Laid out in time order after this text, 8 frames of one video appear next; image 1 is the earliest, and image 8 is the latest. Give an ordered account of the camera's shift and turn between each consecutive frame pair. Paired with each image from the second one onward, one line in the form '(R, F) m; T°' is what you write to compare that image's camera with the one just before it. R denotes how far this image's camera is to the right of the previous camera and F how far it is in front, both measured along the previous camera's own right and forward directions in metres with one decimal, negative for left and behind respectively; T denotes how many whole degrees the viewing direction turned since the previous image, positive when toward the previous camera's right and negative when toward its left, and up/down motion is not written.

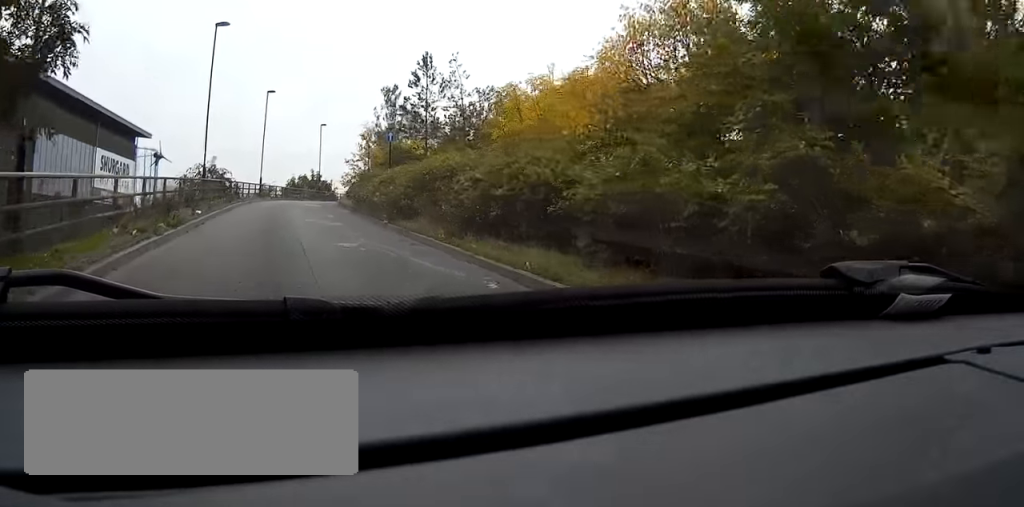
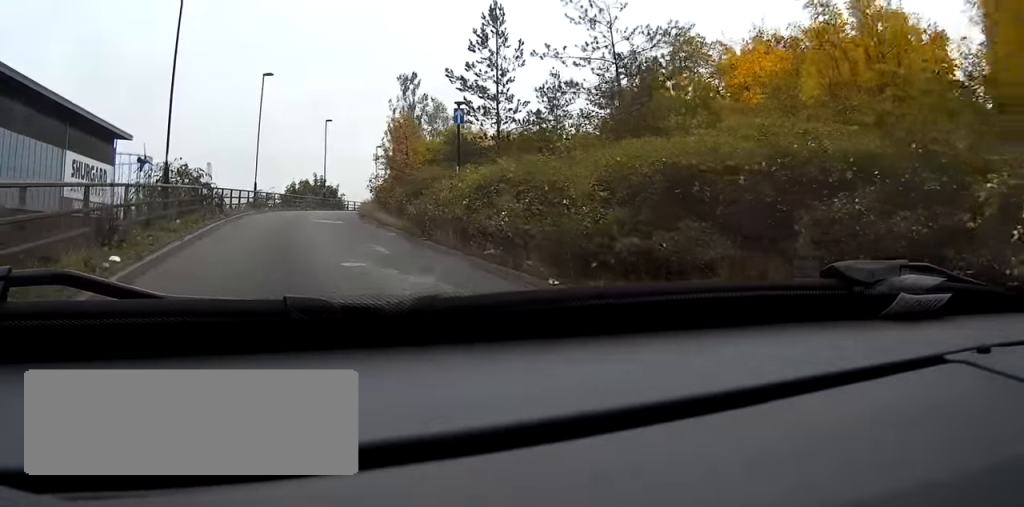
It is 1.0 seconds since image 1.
(+0.1, +12.3) m; +1°
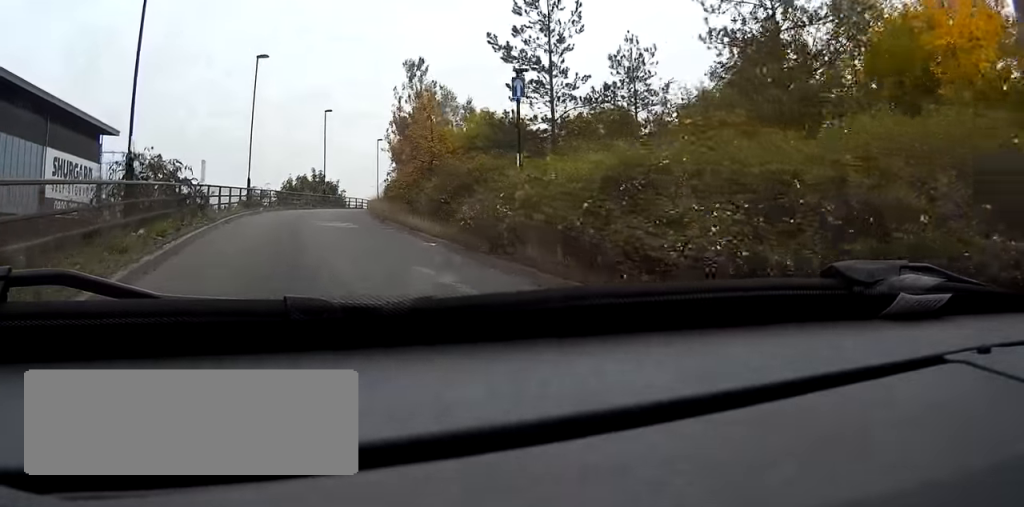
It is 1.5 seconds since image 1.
(0.0, +5.4) m; 0°
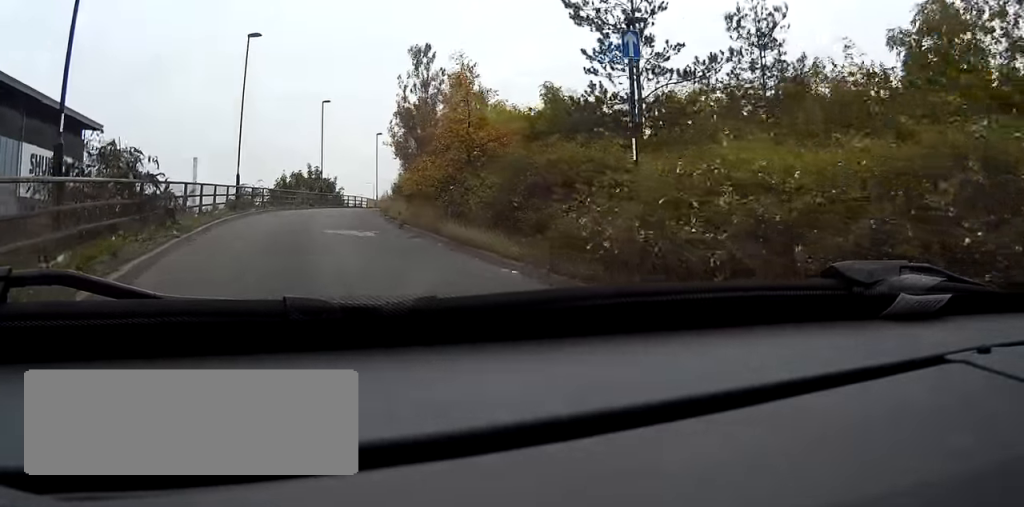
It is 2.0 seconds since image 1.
(0.0, +5.2) m; 0°
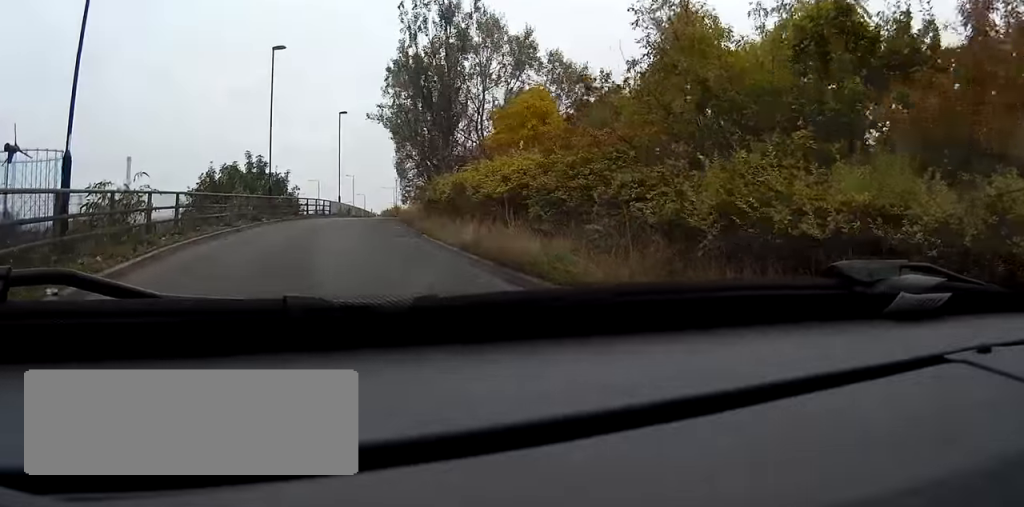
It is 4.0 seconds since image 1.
(+0.4, +22.5) m; +4°
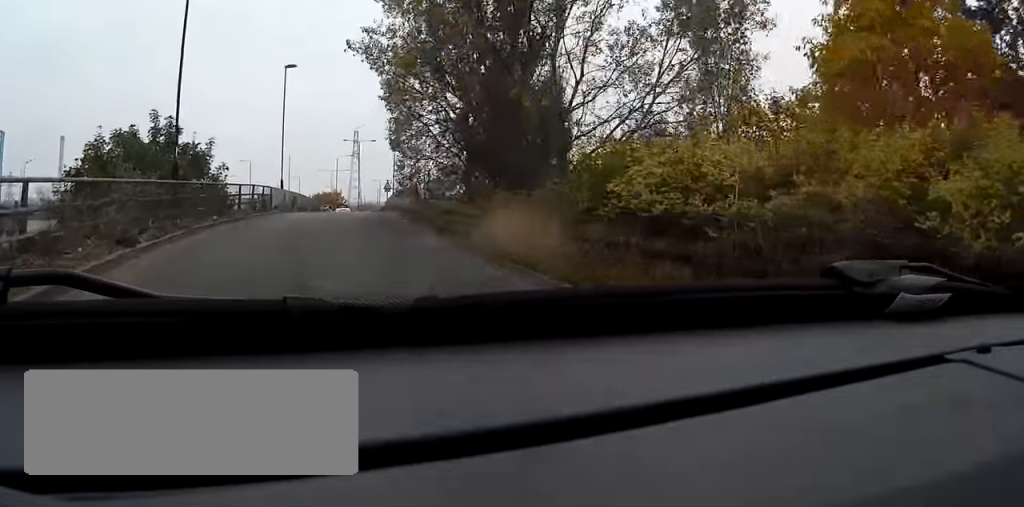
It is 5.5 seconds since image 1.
(+0.6, +15.9) m; +7°
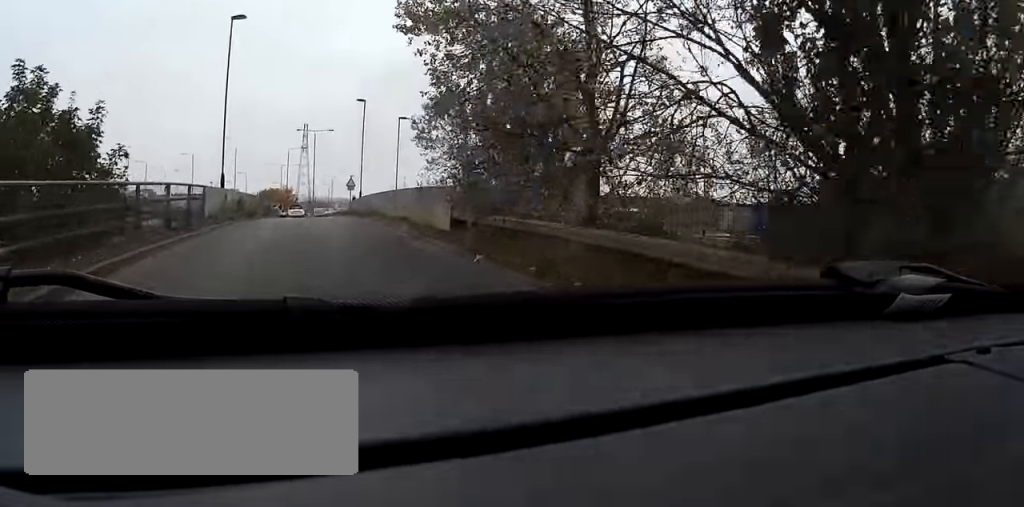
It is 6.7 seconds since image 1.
(+0.8, +13.1) m; +5°
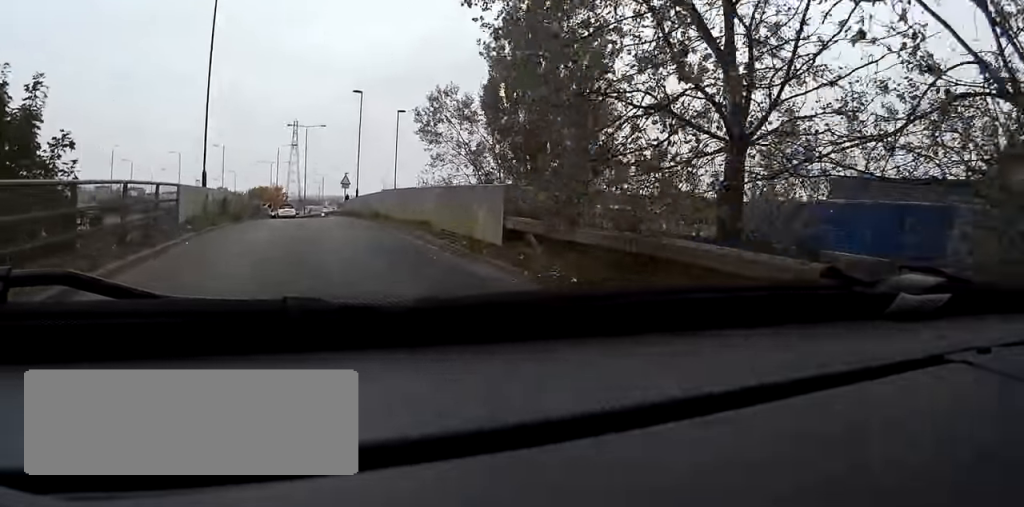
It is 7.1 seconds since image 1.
(0.0, +4.4) m; +1°
